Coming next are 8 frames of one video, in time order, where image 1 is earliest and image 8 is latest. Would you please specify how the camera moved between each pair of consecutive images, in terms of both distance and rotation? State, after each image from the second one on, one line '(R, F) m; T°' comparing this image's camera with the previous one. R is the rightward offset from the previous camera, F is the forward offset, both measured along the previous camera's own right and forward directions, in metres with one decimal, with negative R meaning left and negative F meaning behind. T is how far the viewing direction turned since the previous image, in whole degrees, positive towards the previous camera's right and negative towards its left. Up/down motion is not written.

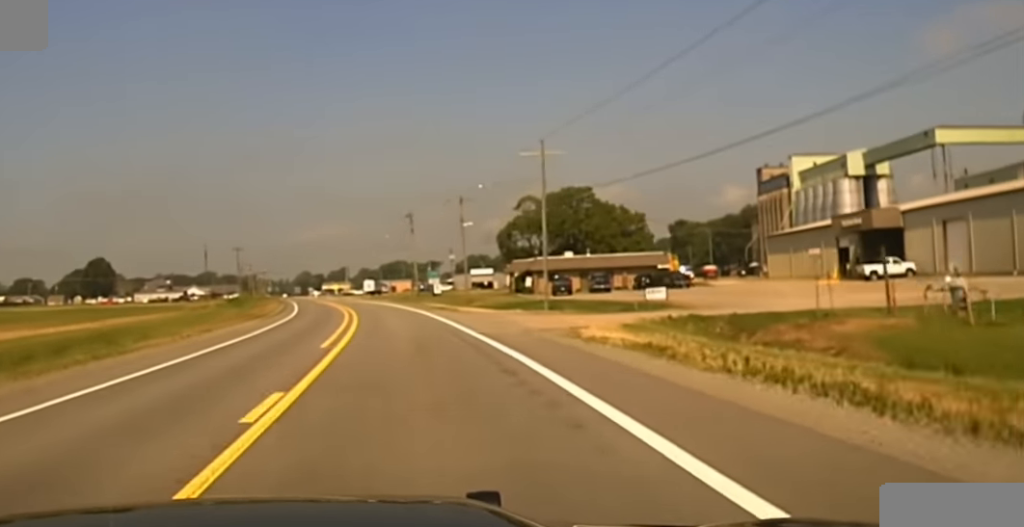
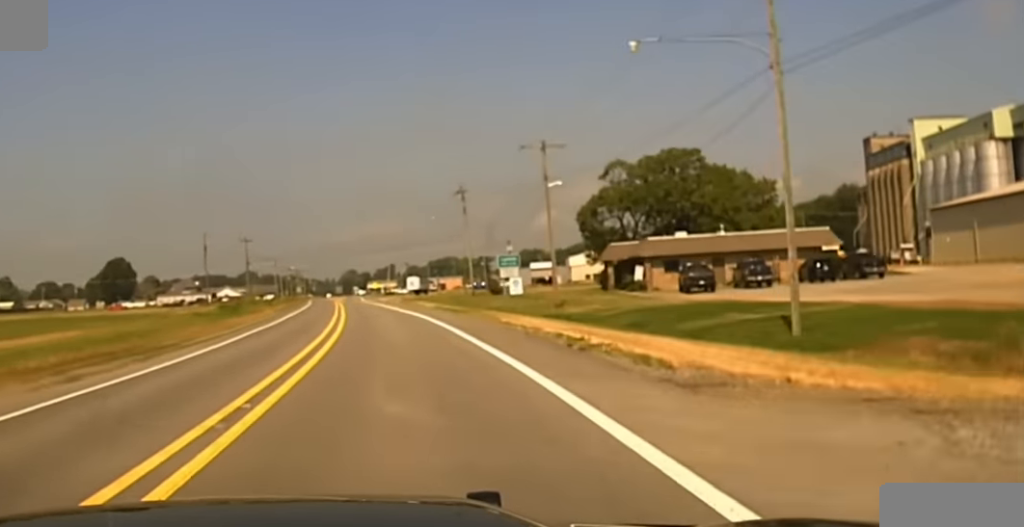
(-0.5, +35.3) m; -1°
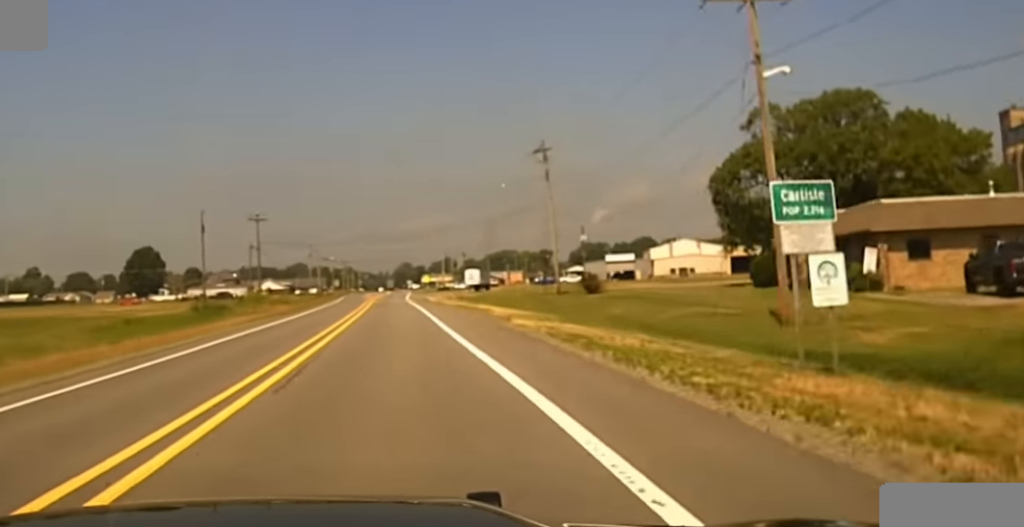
(-0.5, +34.4) m; -2°
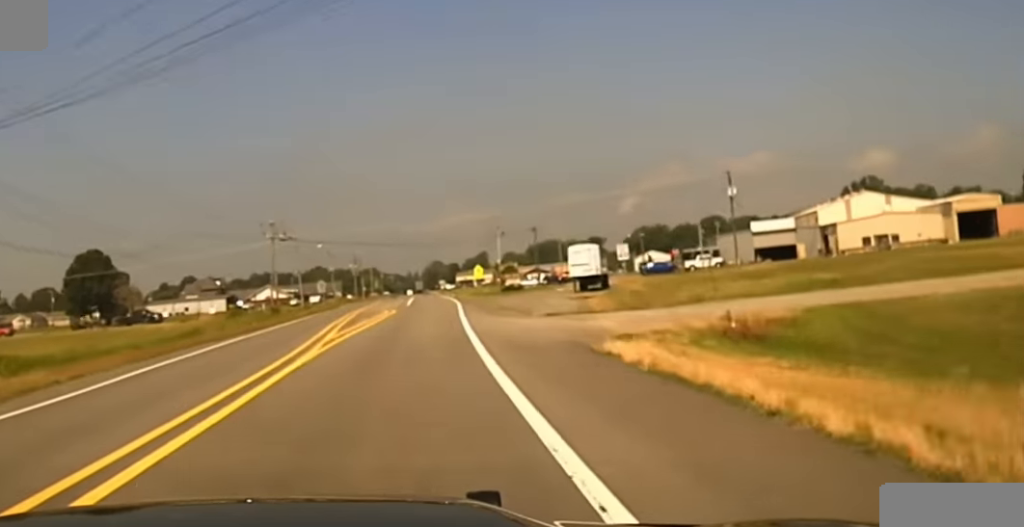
(-6.2, +106.2) m; -6°
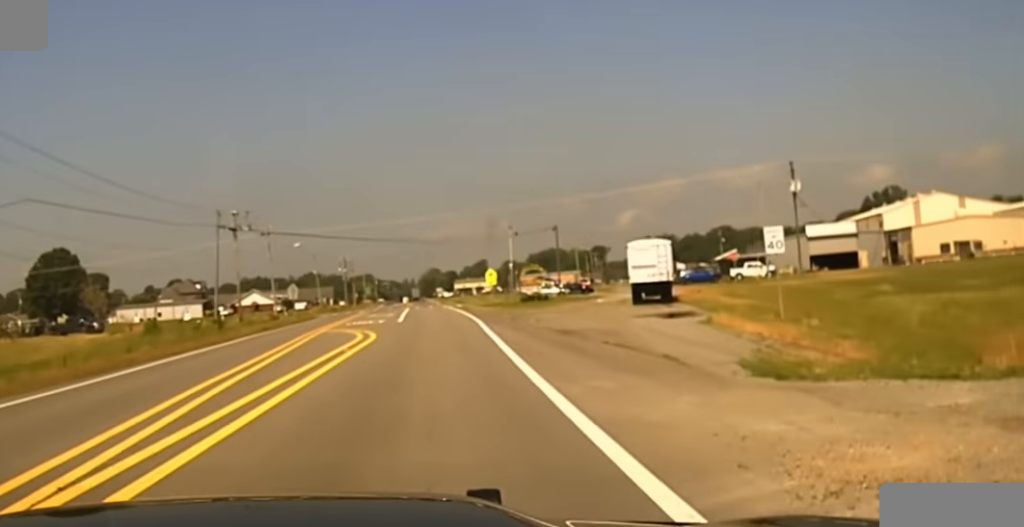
(-0.3, +27.9) m; -1°
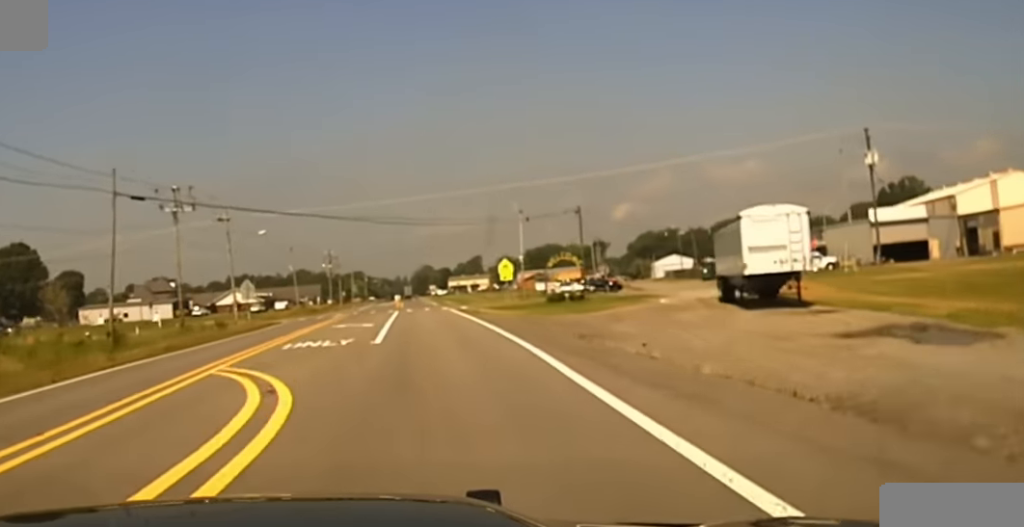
(-0.2, +23.0) m; 0°
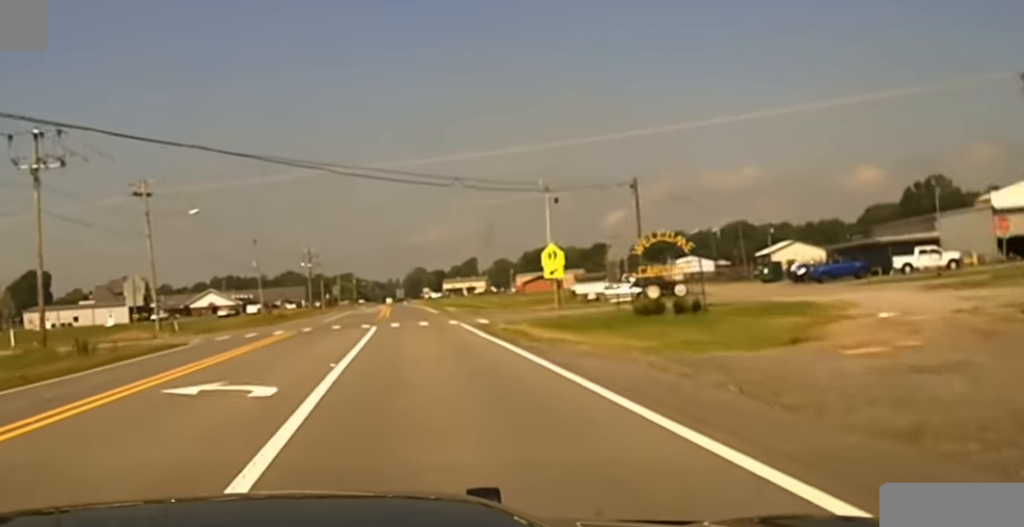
(+0.2, +24.8) m; +1°
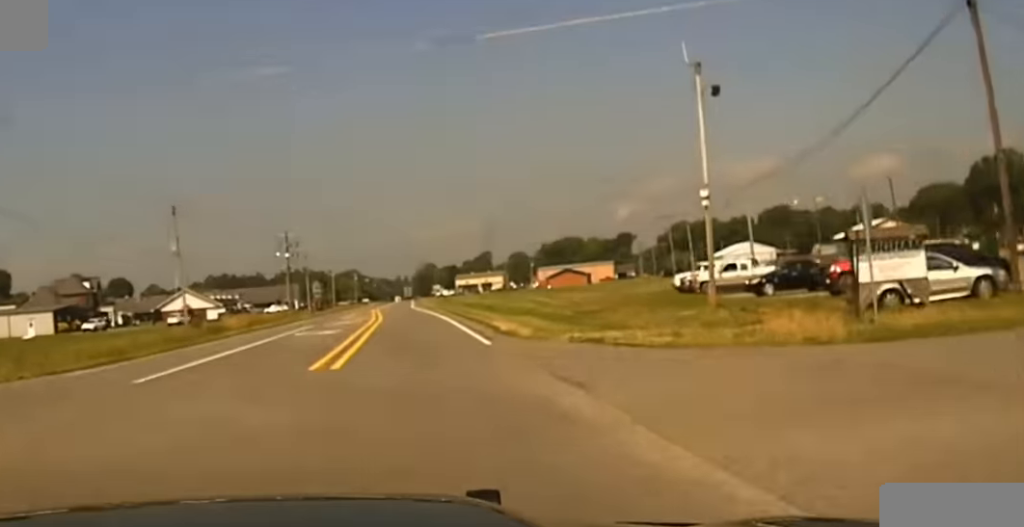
(+0.6, +36.6) m; +1°
